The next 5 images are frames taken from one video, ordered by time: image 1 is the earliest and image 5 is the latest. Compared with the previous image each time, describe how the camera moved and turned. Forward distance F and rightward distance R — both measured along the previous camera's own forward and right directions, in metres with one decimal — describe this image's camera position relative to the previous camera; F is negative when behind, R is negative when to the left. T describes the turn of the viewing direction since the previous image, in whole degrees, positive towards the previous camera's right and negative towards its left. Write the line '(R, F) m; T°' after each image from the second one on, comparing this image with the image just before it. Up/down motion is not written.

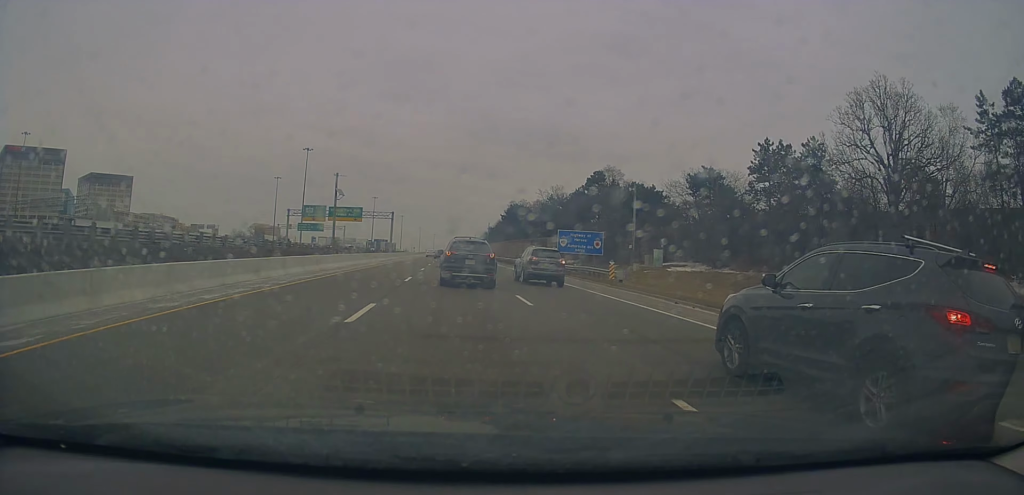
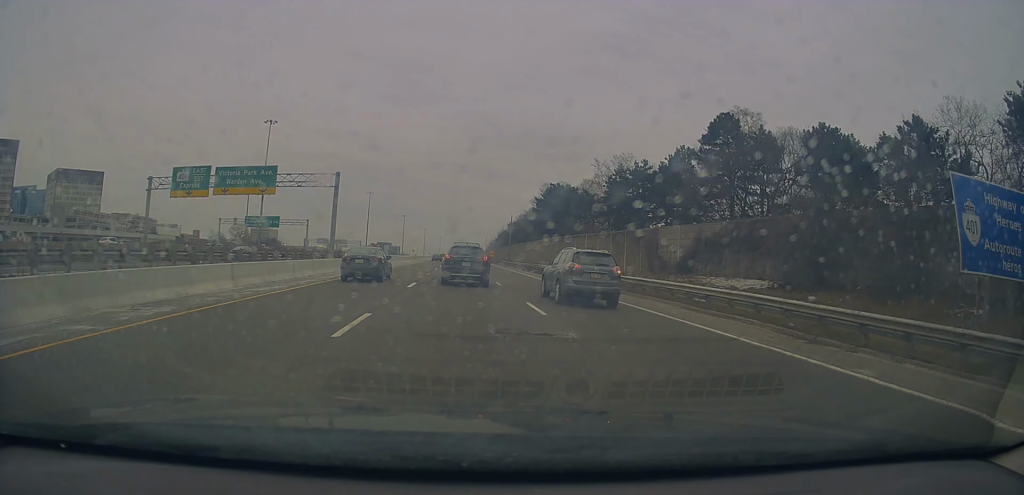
(-1.0, +57.2) m; -5°
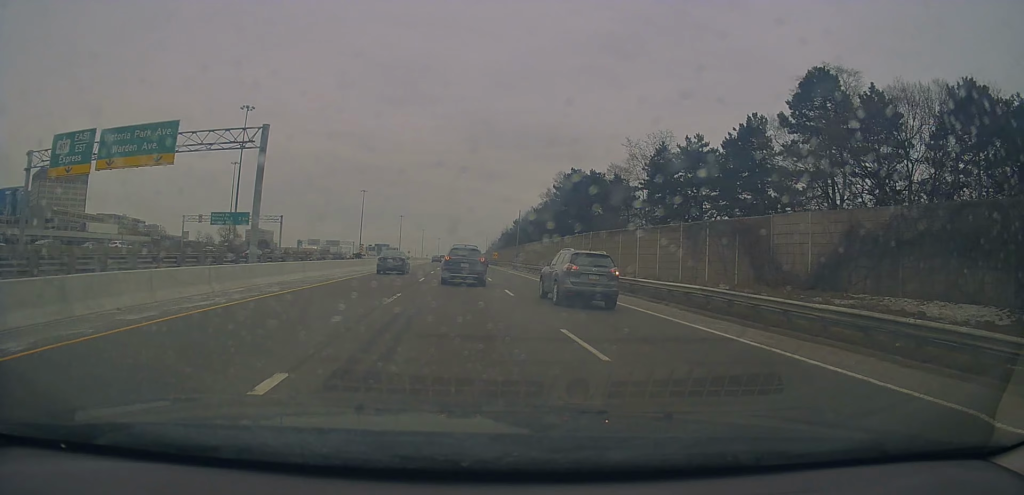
(+0.3, +16.7) m; +2°
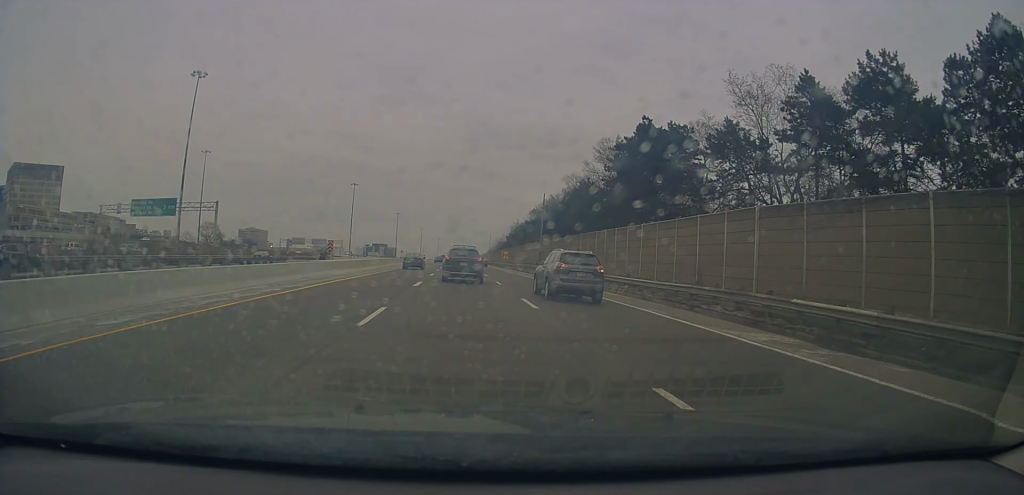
(+0.4, +27.5) m; -1°
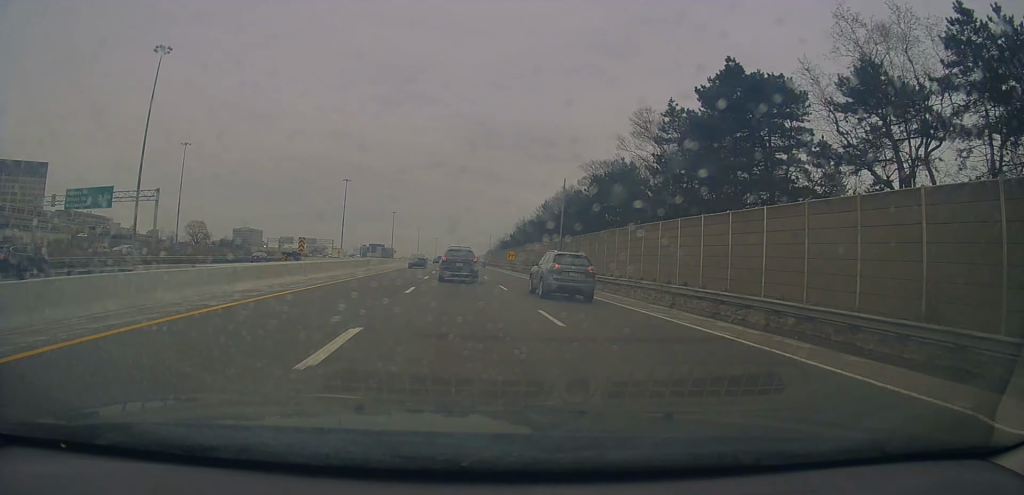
(-0.4, +14.7) m; -1°
